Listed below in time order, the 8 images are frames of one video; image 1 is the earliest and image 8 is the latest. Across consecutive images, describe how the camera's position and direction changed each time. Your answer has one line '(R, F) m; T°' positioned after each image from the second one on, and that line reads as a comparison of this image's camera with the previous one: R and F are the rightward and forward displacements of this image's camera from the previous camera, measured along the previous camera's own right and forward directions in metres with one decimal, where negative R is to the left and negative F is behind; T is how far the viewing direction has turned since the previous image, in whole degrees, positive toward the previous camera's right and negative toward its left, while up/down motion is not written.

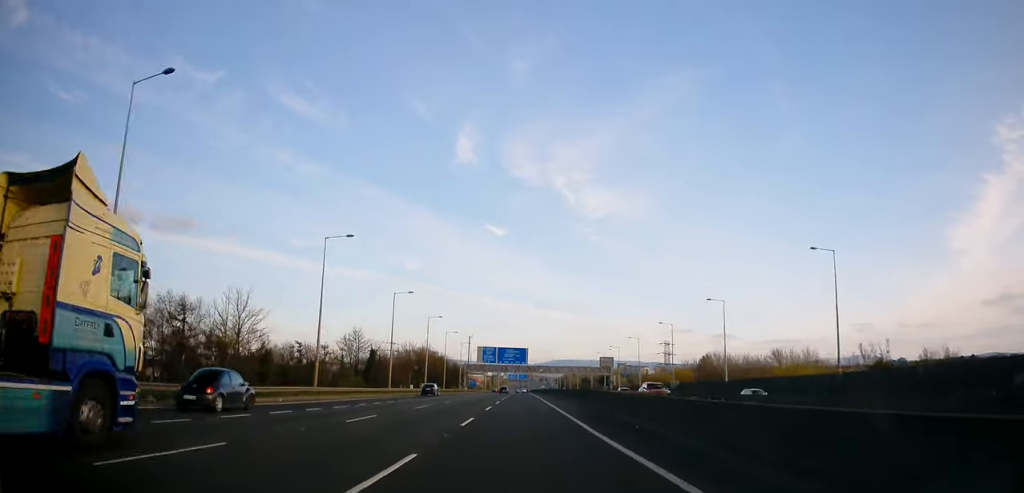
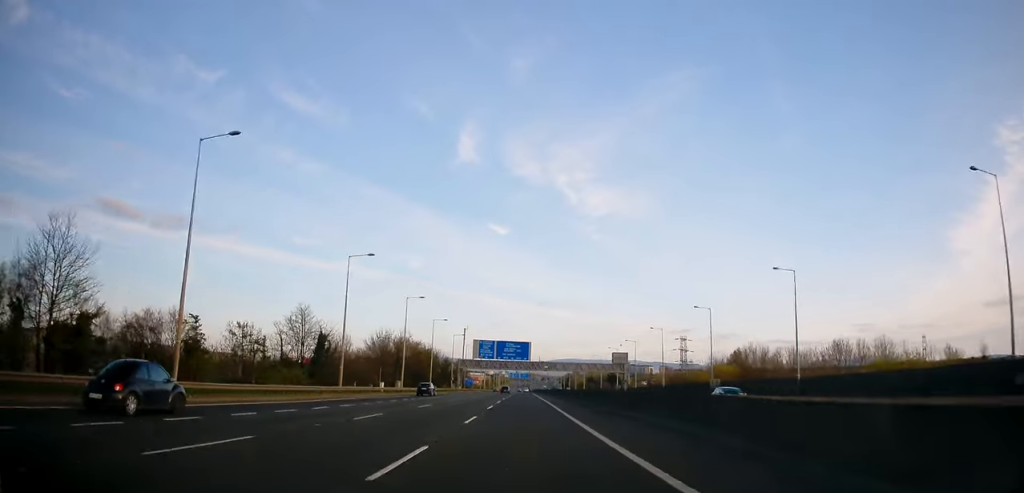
(0.0, +22.9) m; 0°
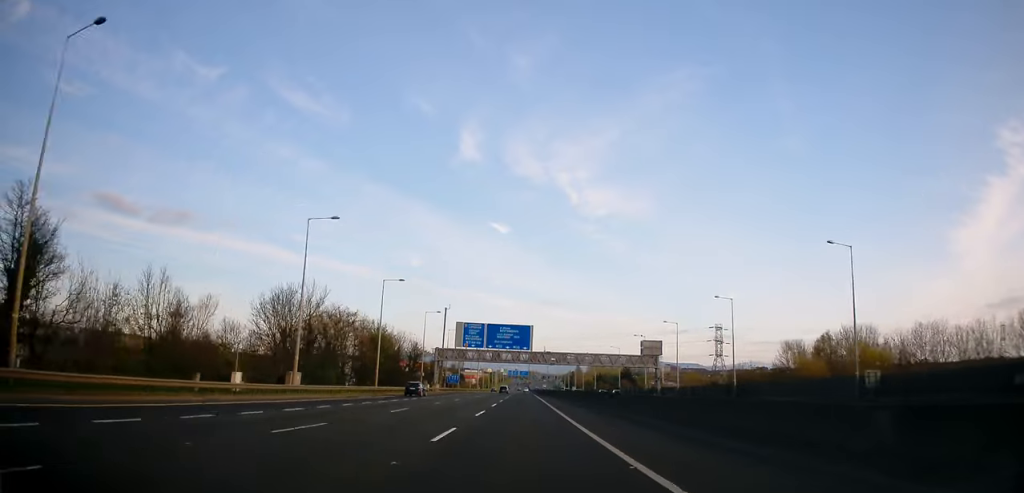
(+0.3, +42.0) m; 0°
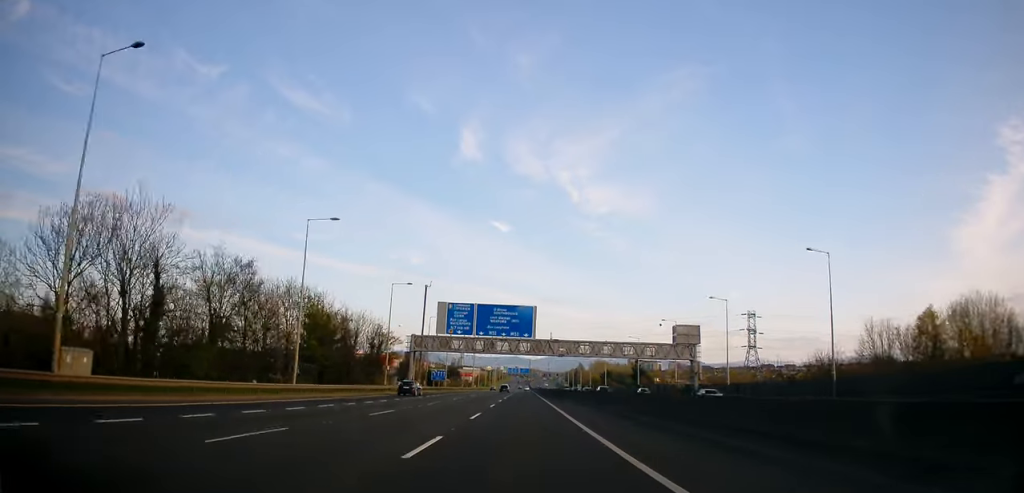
(0.0, +27.2) m; 0°
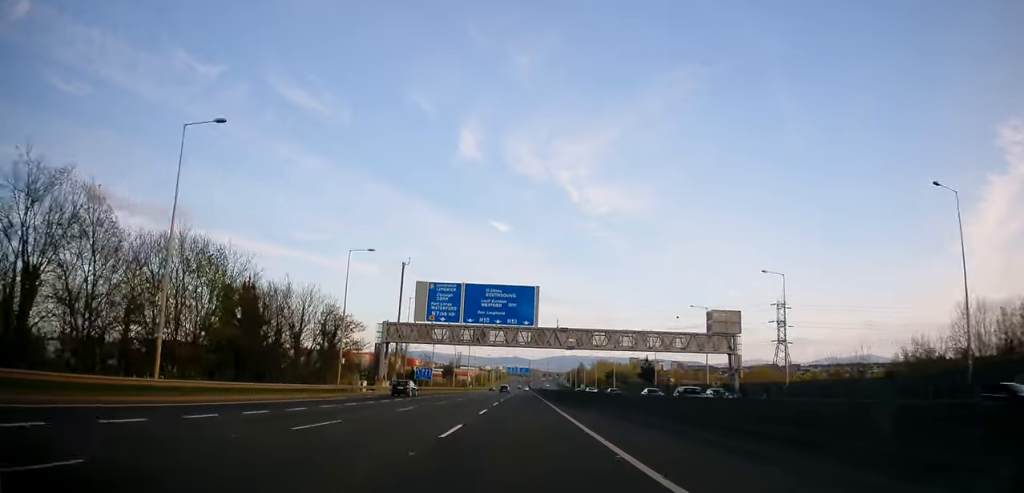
(+0.1, +19.1) m; 0°
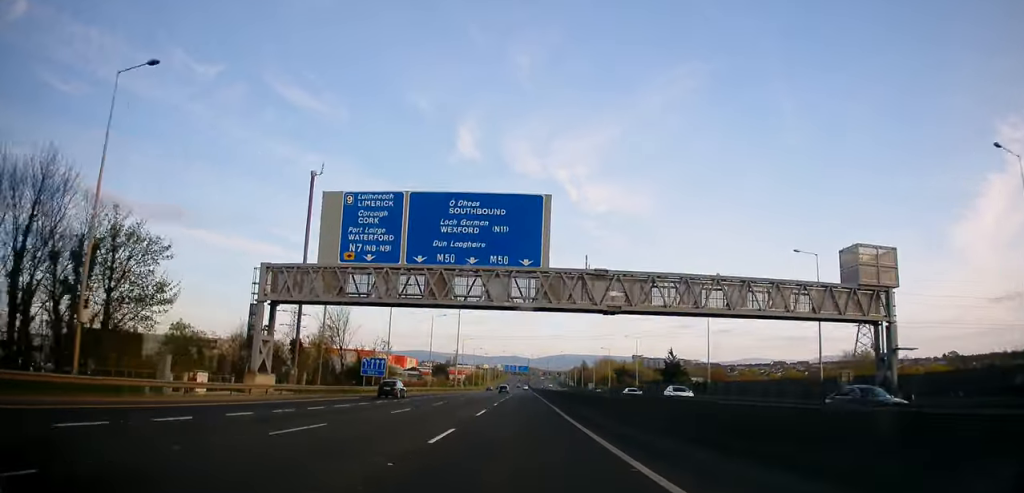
(-0.2, +37.0) m; 0°
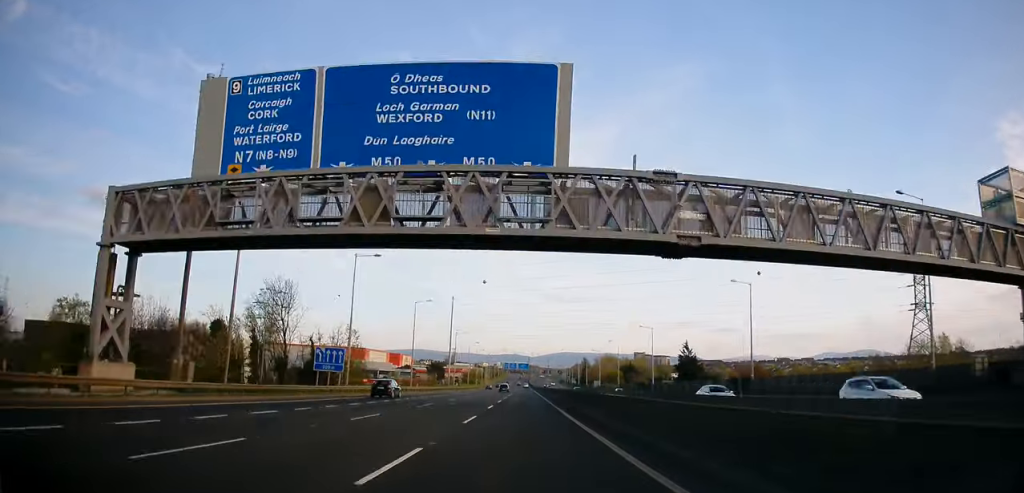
(+0.1, +16.5) m; 0°
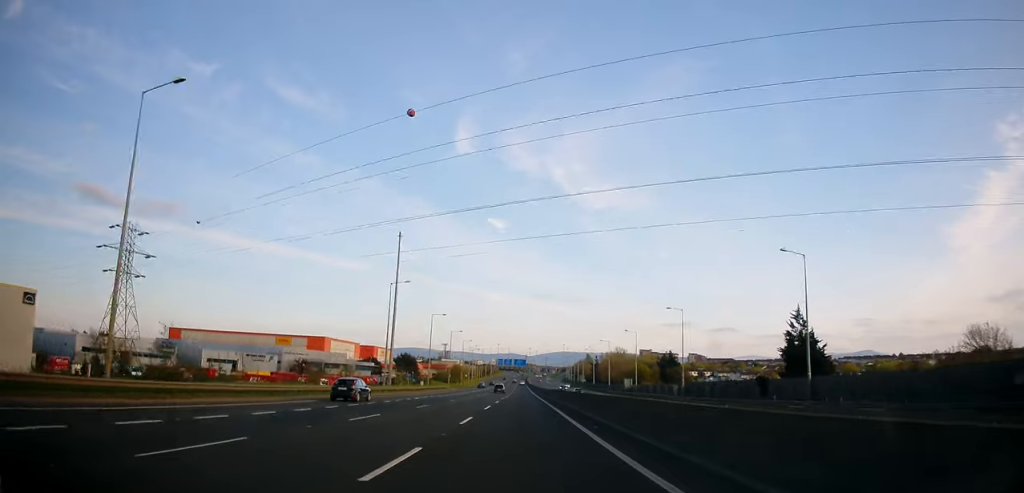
(+0.1, +69.5) m; 0°
